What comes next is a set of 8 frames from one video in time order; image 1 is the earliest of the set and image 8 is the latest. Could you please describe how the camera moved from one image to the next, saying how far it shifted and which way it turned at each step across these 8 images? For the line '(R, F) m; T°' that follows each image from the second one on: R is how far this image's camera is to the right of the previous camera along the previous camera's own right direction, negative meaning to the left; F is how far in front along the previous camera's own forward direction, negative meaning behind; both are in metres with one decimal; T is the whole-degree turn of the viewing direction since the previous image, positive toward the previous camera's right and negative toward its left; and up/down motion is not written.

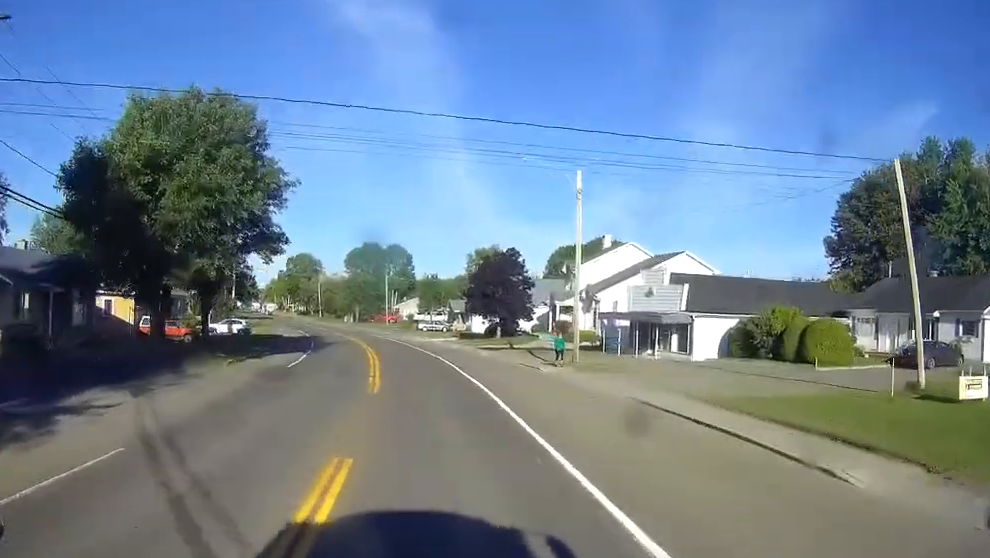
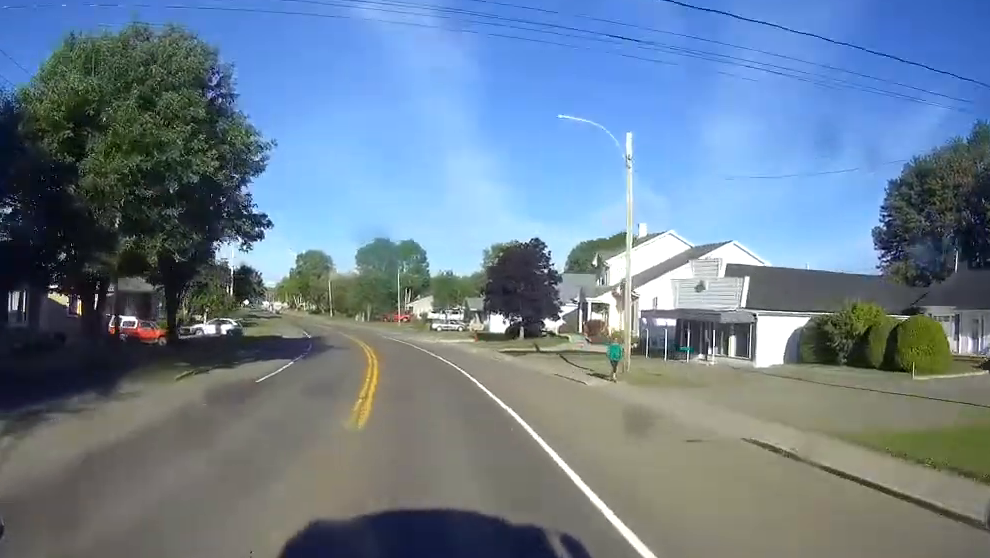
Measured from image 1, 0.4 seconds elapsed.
(-0.1, +8.4) m; -1°
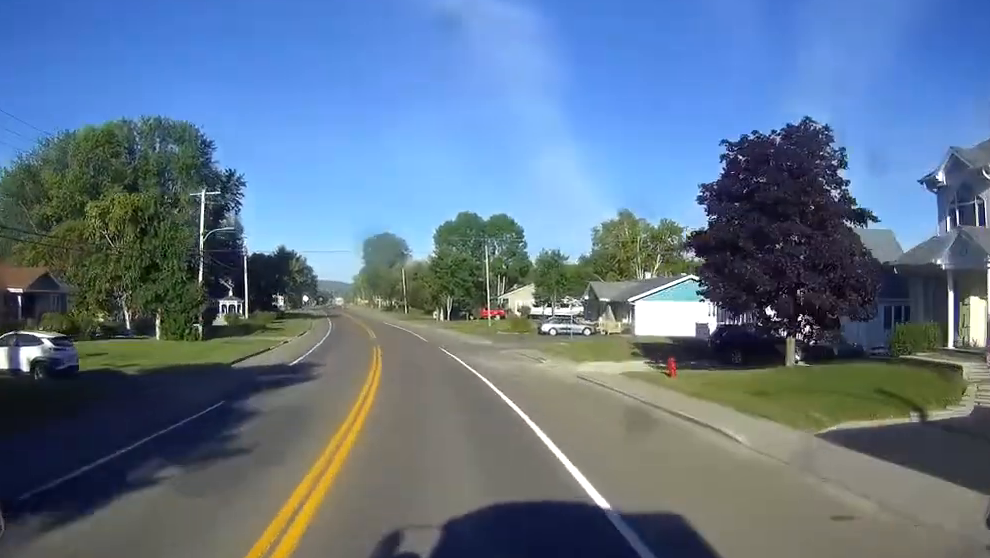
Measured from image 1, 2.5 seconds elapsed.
(-2.4, +41.0) m; -6°
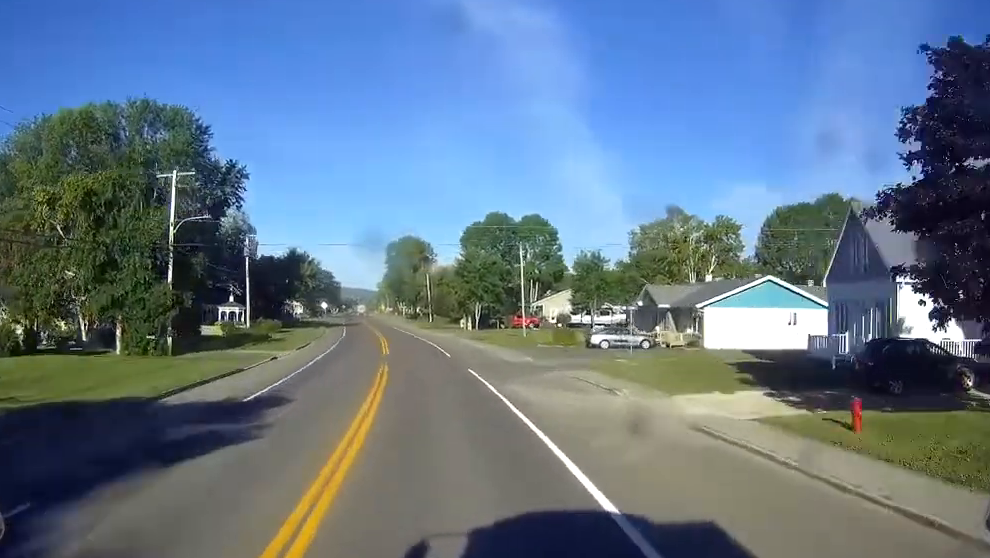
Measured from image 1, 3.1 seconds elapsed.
(0.0, +11.9) m; -1°
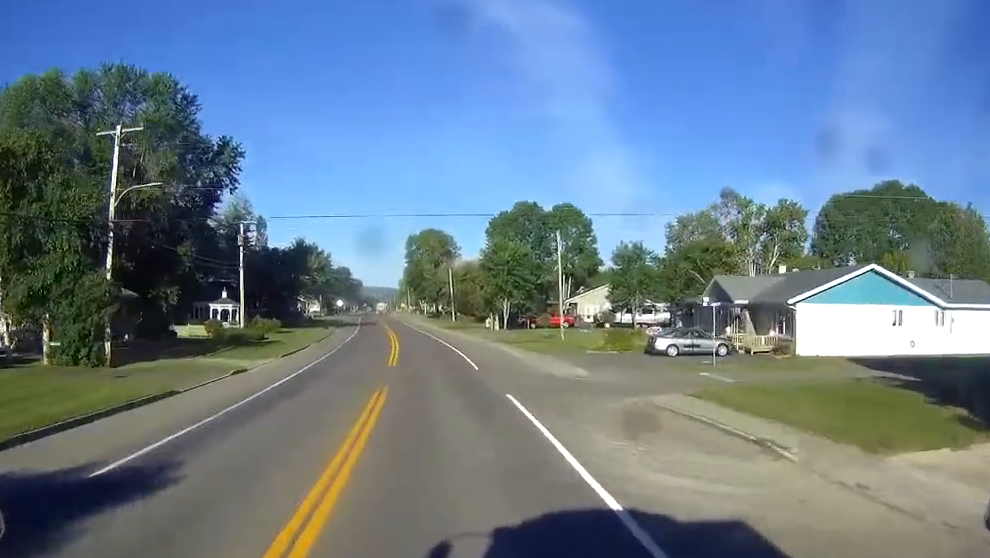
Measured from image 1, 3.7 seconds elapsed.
(+0.1, +11.9) m; -2°
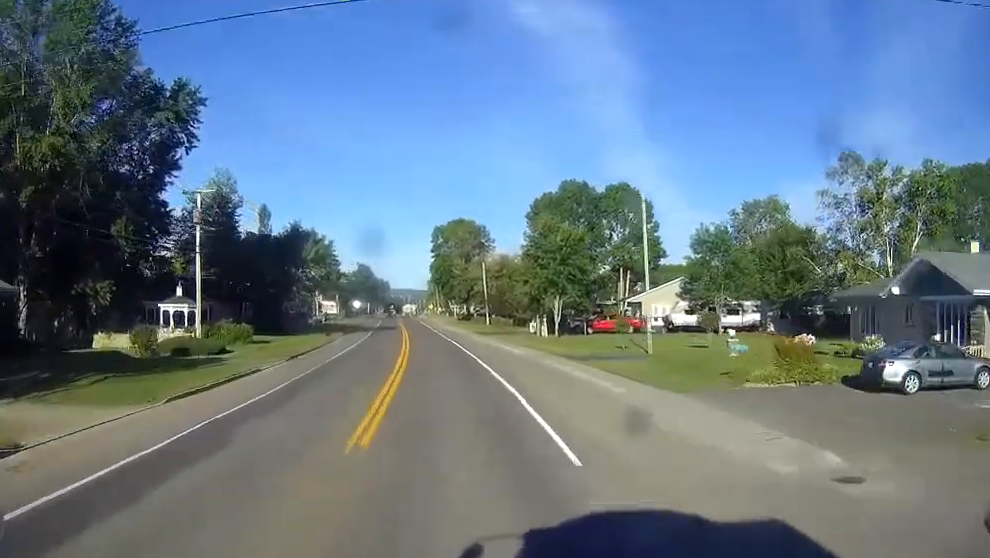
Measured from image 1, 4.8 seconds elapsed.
(-0.9, +22.0) m; -3°
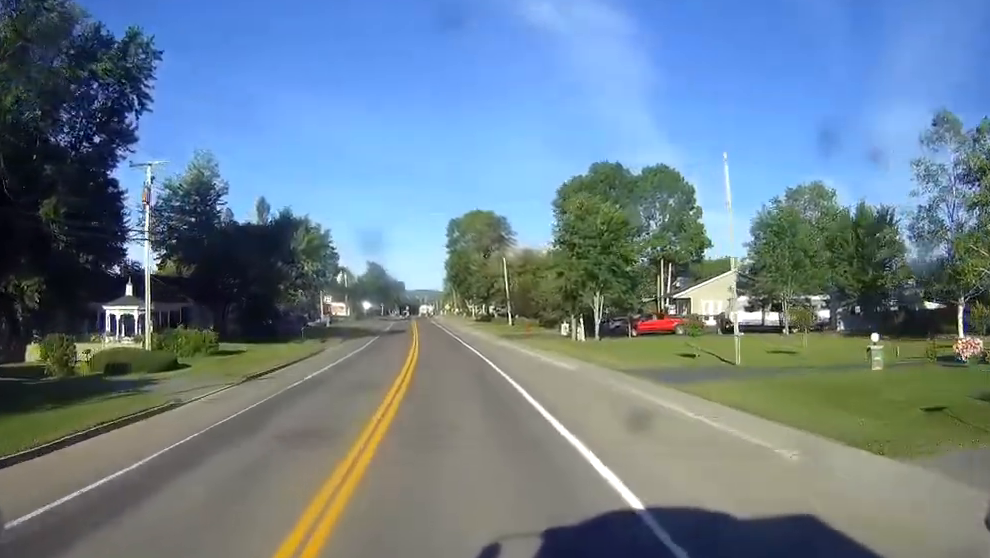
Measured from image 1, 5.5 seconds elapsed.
(-0.1, +12.8) m; -1°
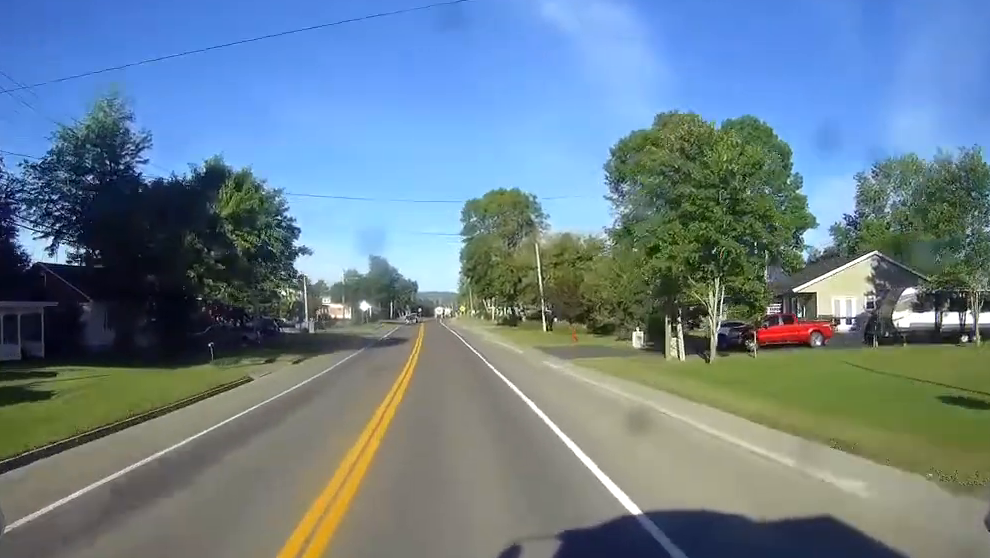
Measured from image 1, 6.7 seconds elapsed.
(-0.4, +25.7) m; -1°
